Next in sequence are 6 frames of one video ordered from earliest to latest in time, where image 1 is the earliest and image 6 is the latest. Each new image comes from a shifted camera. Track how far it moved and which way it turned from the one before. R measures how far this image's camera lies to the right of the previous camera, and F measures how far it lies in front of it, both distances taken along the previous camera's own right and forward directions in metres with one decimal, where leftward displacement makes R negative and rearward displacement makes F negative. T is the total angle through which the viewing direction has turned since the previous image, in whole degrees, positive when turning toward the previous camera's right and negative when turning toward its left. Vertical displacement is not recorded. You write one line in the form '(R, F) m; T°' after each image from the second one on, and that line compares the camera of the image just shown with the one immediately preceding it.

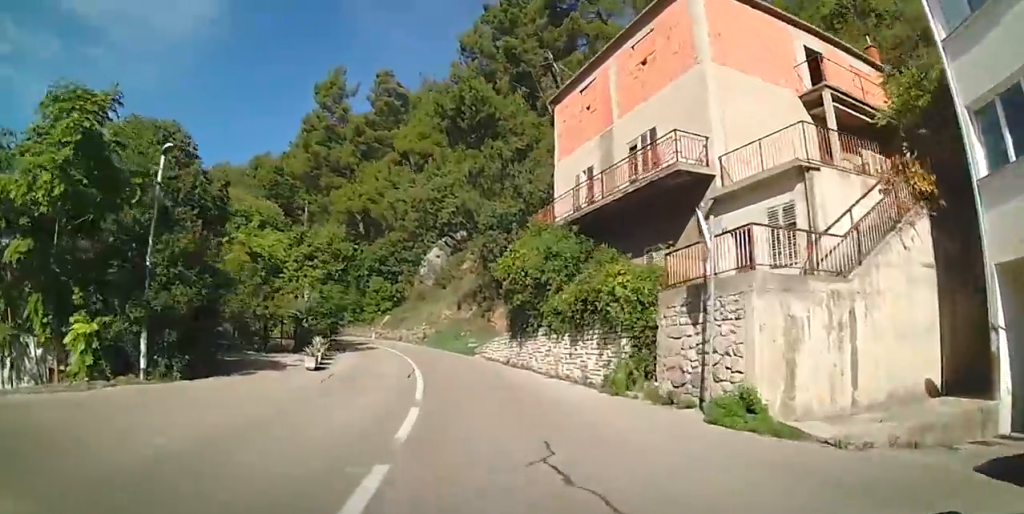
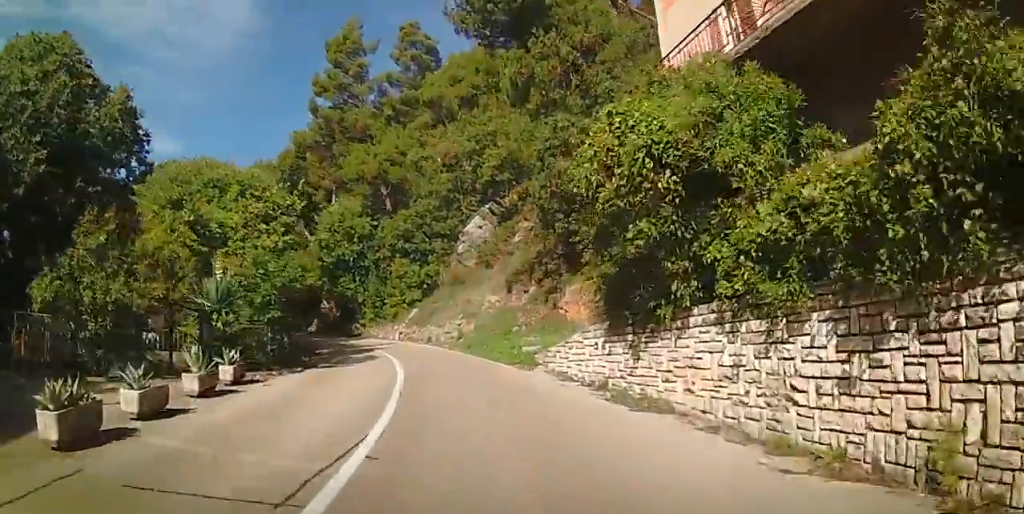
(0.0, +11.7) m; 0°
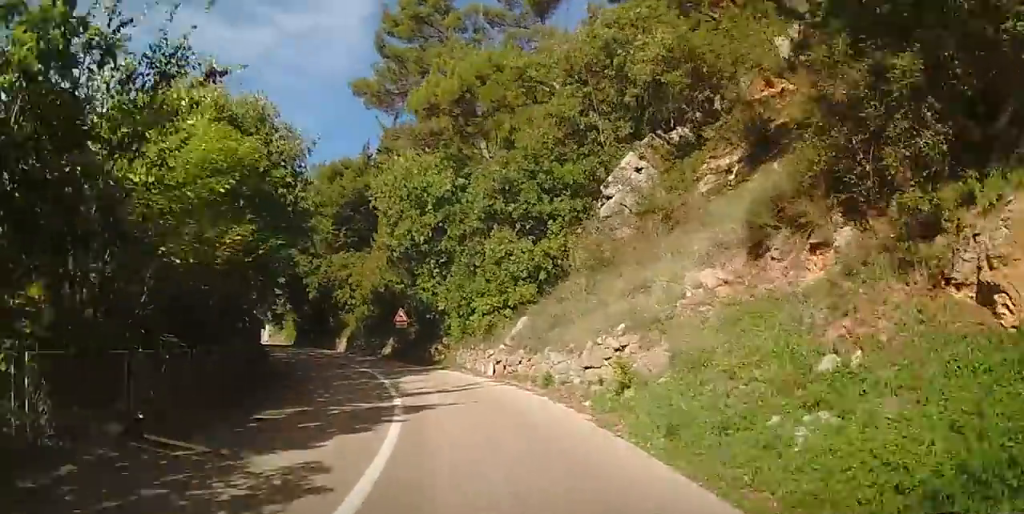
(0.0, +15.4) m; -2°
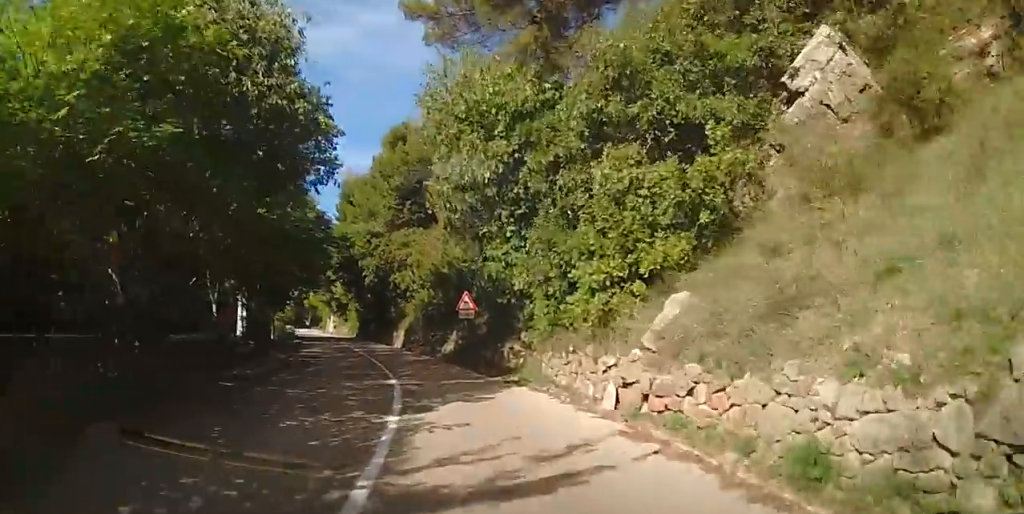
(+0.1, +8.6) m; -9°
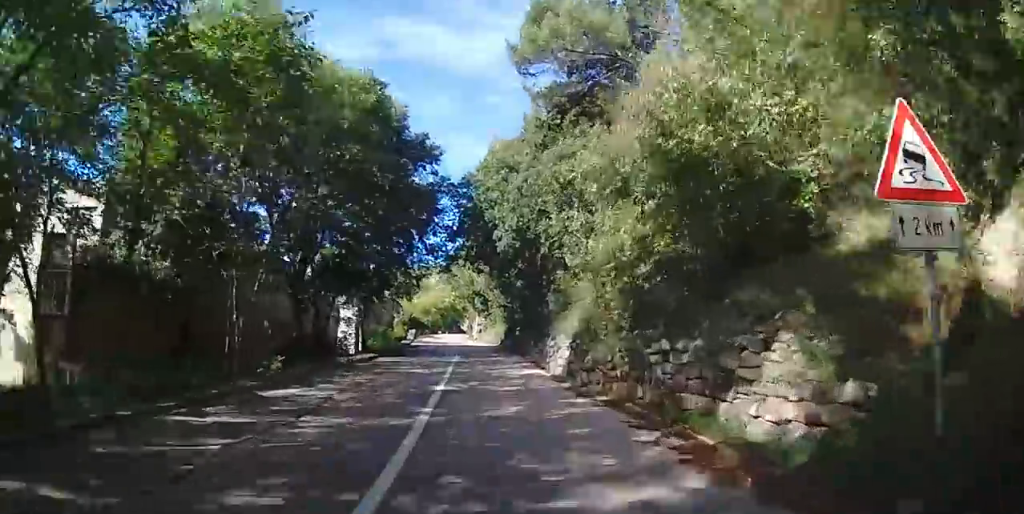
(-3.6, +18.3) m; -16°
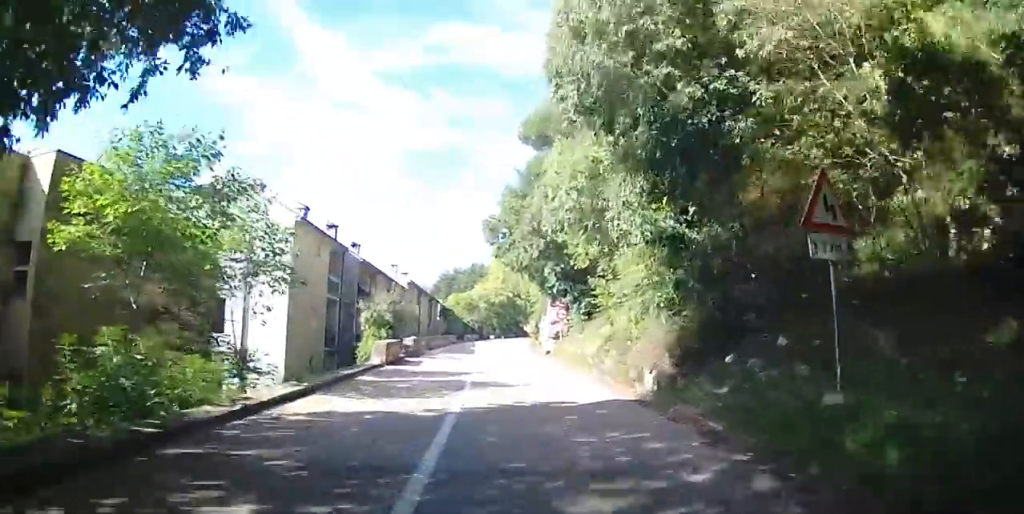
(-3.3, +28.4) m; -9°
